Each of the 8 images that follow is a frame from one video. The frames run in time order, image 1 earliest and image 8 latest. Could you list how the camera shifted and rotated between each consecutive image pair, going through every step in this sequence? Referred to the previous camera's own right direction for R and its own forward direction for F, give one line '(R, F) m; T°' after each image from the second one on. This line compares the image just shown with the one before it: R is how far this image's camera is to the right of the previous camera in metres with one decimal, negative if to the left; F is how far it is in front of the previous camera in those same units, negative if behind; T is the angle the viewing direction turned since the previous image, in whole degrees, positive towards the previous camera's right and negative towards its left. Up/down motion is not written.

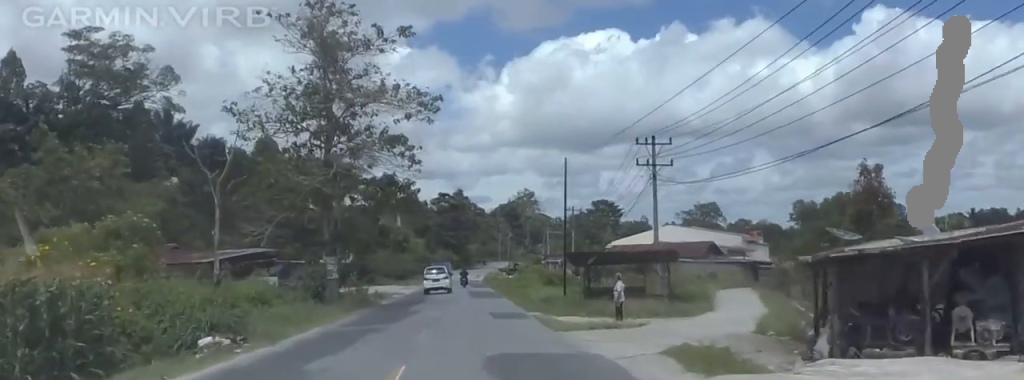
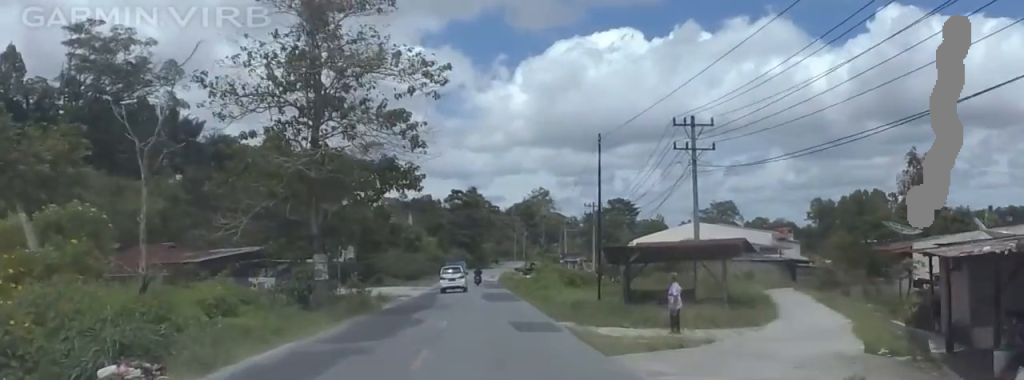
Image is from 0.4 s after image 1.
(+0.3, +6.1) m; +1°
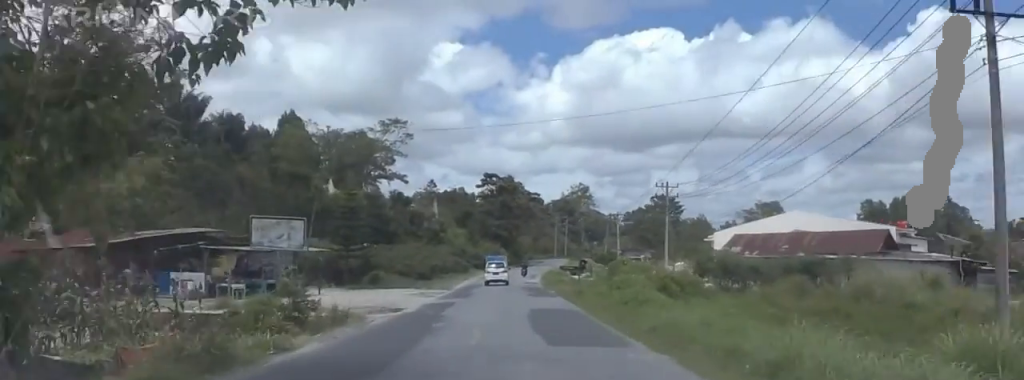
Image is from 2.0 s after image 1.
(-2.5, +23.4) m; -7°
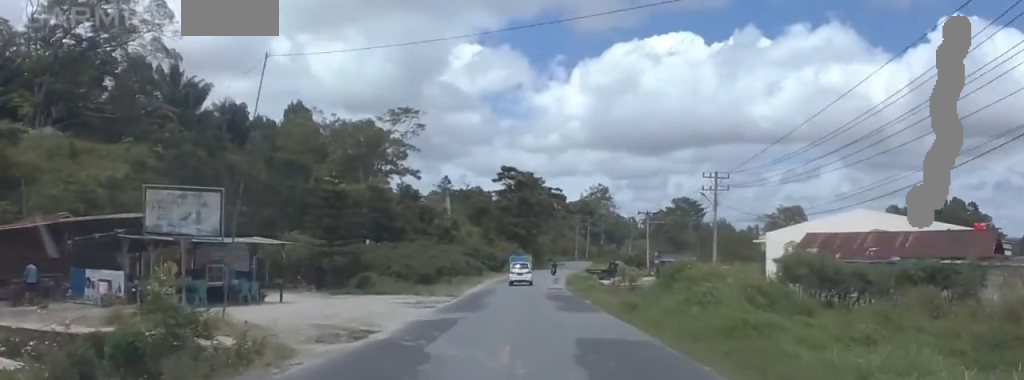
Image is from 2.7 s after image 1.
(0.0, +11.5) m; +1°
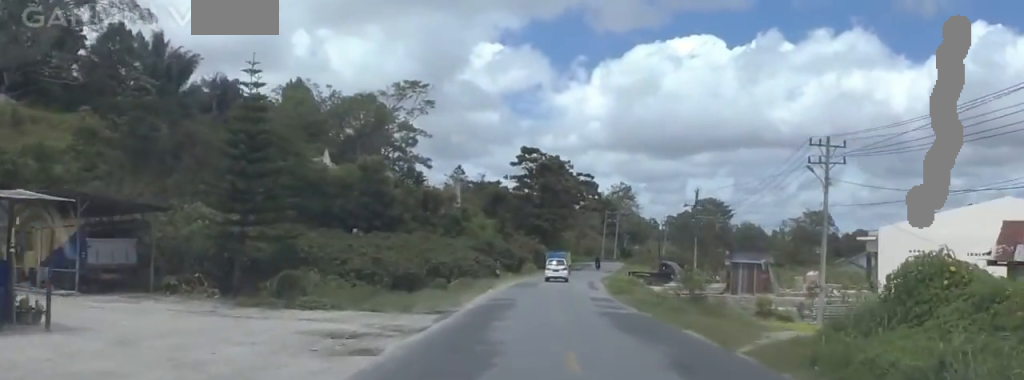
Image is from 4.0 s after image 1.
(+0.6, +19.6) m; +2°
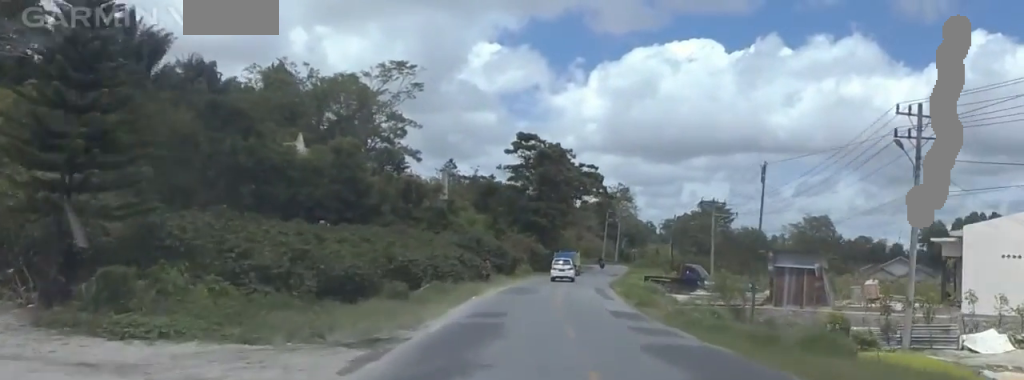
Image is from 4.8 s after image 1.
(+0.1, +11.5) m; -1°
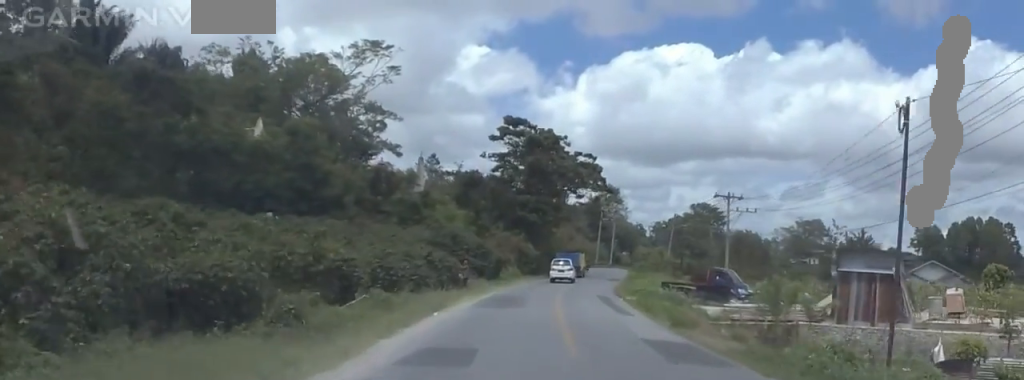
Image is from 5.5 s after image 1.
(+0.2, +11.3) m; -2°
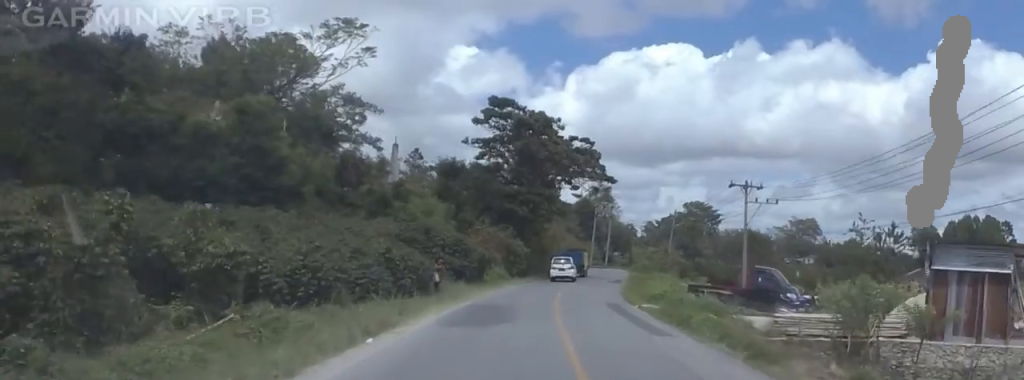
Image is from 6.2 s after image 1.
(-0.8, +9.5) m; 0°
